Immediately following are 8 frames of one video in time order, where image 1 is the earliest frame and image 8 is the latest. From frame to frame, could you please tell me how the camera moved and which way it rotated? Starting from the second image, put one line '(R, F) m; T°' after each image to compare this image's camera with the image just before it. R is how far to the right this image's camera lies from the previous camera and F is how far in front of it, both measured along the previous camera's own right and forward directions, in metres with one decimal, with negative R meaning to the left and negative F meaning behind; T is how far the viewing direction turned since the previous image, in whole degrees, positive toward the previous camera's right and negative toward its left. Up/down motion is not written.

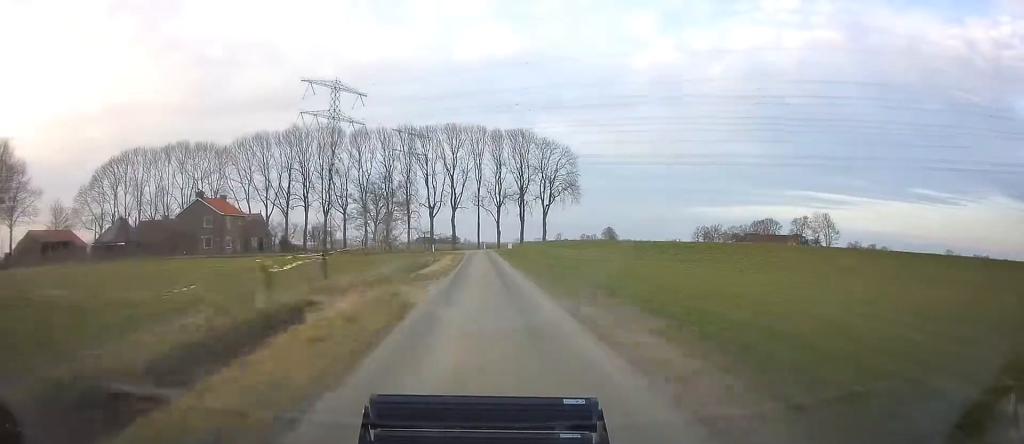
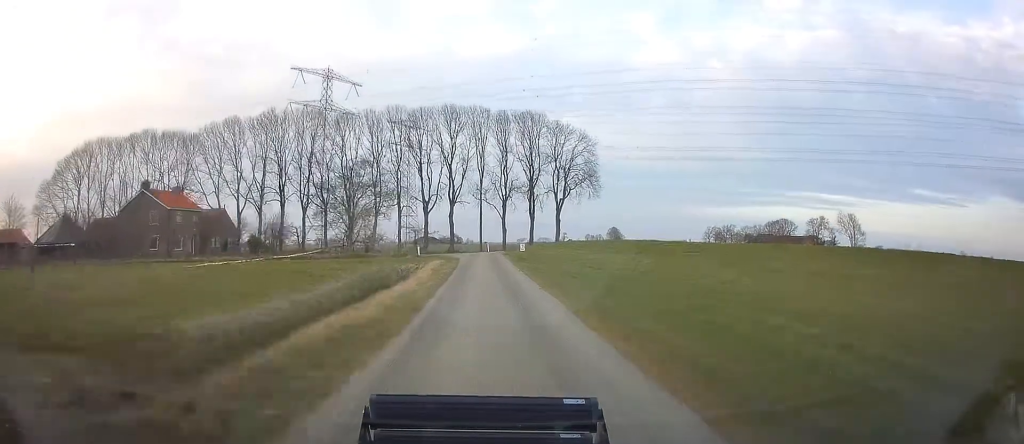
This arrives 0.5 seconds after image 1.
(-0.1, +15.3) m; 0°
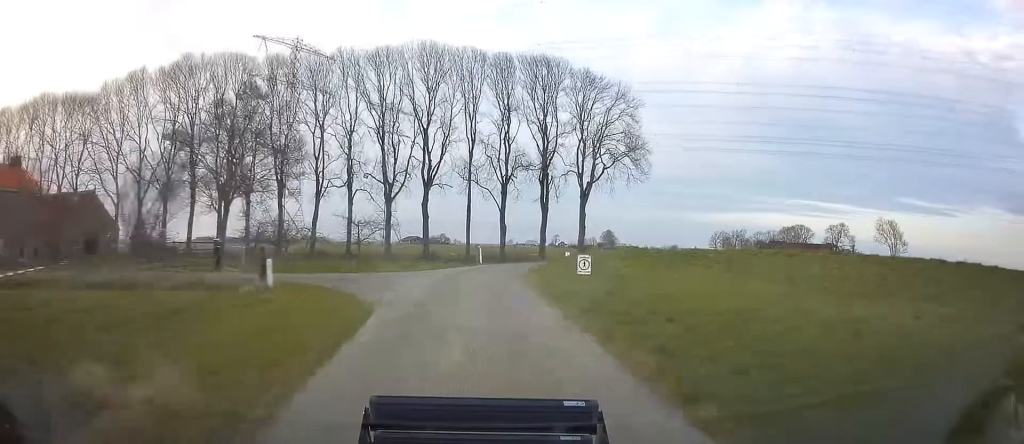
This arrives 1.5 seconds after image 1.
(0.0, +30.6) m; +2°
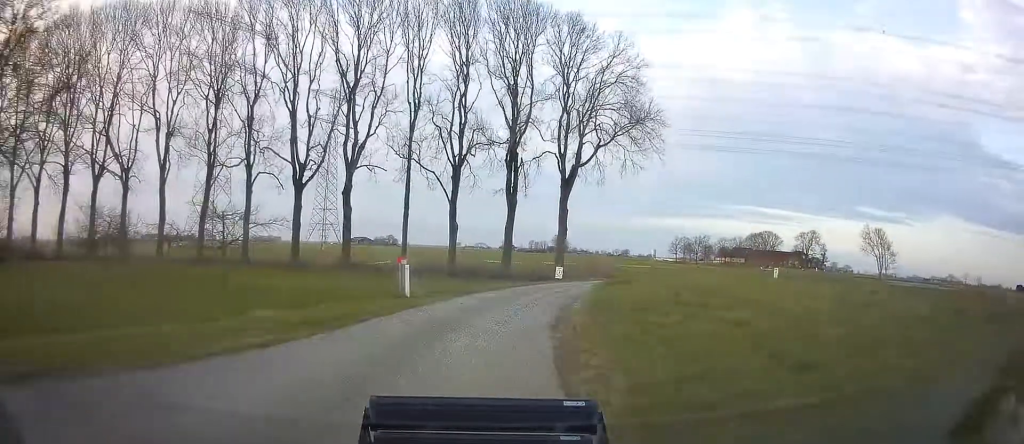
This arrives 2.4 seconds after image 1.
(+0.6, +19.0) m; +7°
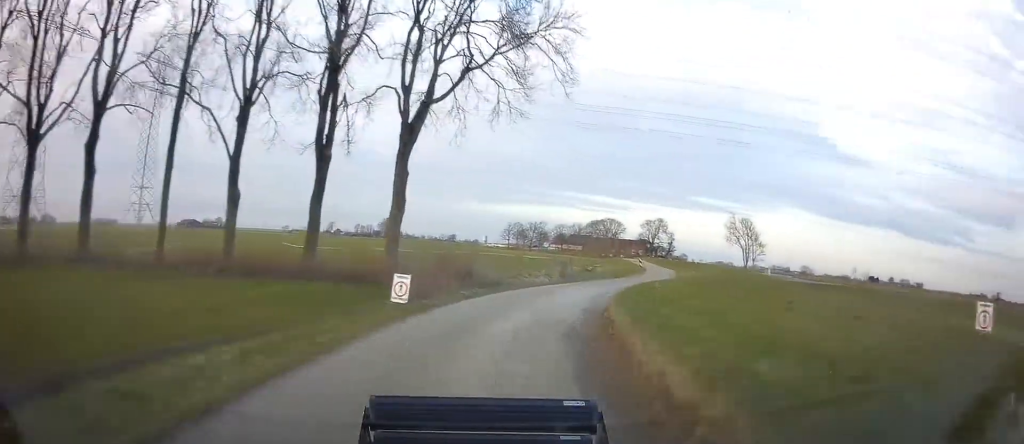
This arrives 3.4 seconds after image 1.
(+1.6, +17.3) m; +13°
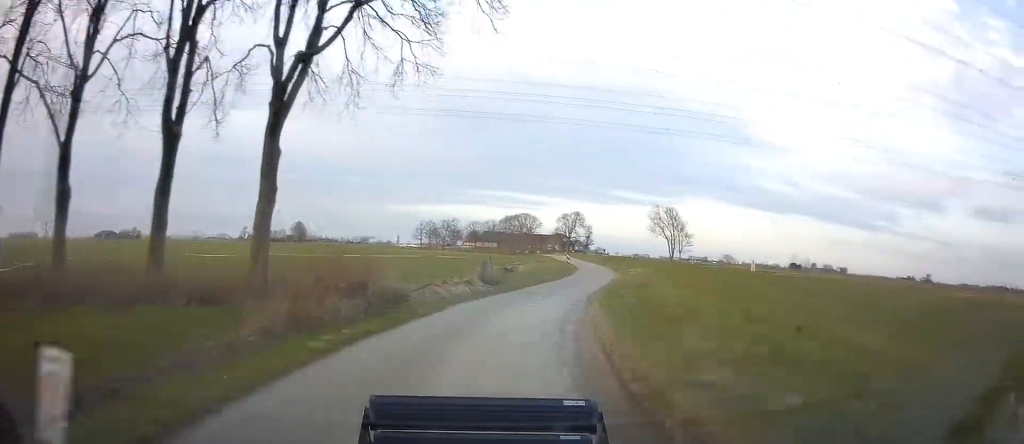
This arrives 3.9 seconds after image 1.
(+0.1, +7.5) m; +7°
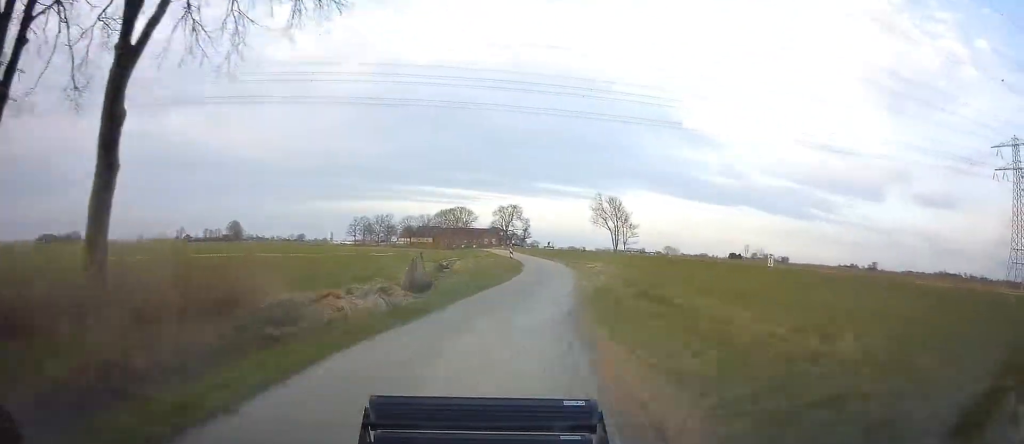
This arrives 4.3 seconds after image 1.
(+0.8, +7.3) m; +5°
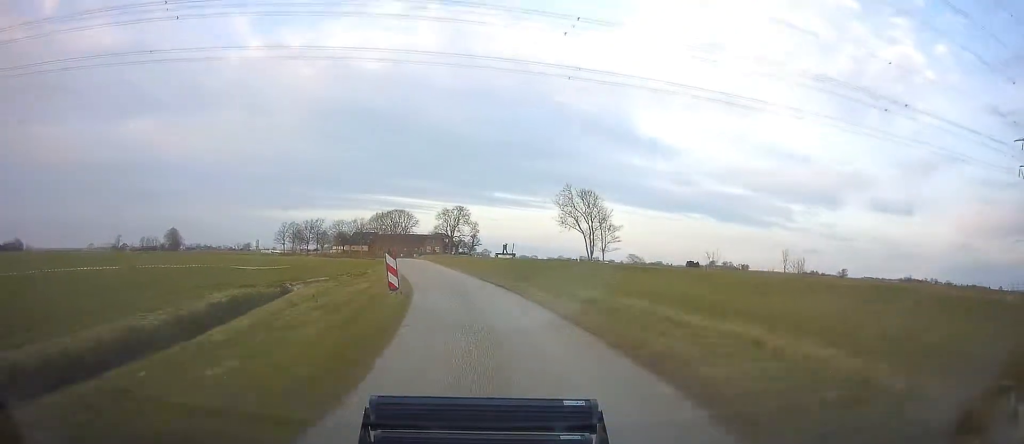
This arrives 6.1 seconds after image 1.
(+4.2, +34.3) m; +5°
